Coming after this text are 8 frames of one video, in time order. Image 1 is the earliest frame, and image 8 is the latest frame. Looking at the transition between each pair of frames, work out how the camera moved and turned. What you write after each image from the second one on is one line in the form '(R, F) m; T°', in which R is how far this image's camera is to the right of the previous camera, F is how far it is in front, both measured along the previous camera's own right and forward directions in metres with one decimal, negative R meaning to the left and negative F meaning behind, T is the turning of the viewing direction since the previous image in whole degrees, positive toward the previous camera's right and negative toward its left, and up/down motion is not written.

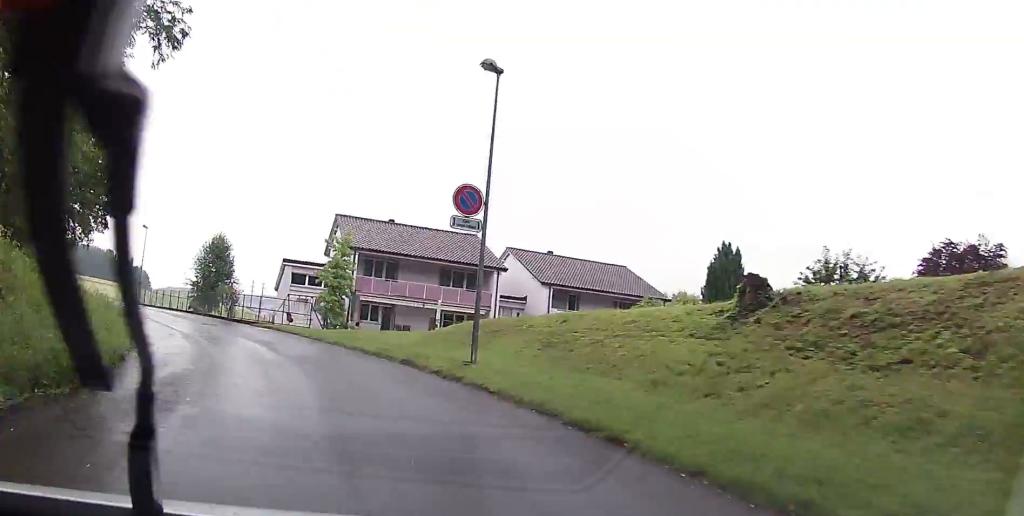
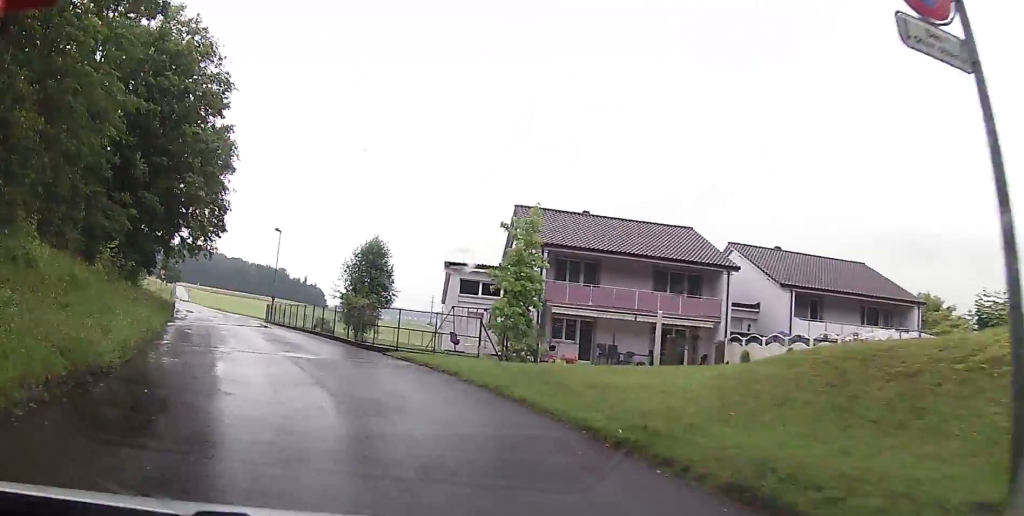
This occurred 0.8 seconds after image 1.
(-1.0, +9.6) m; -13°
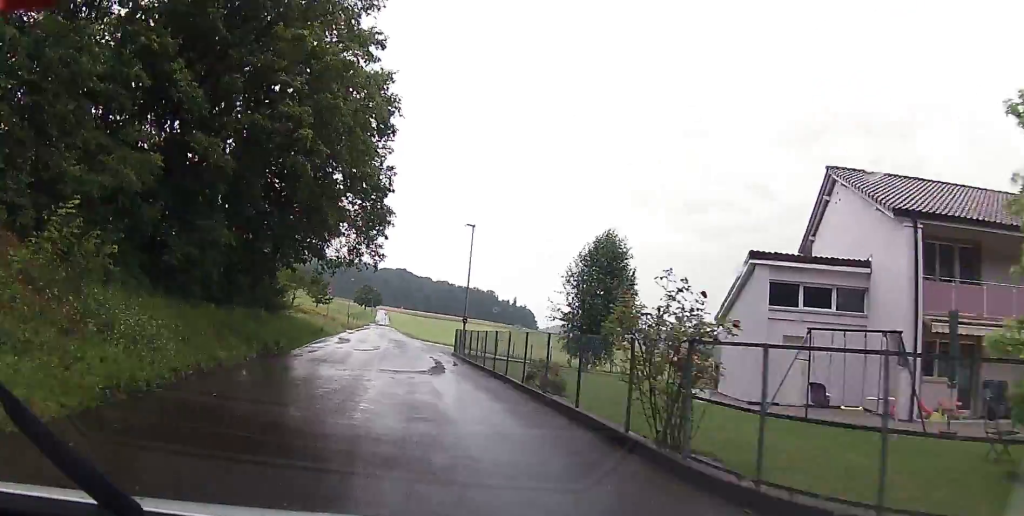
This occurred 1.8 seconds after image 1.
(-1.7, +13.3) m; -13°
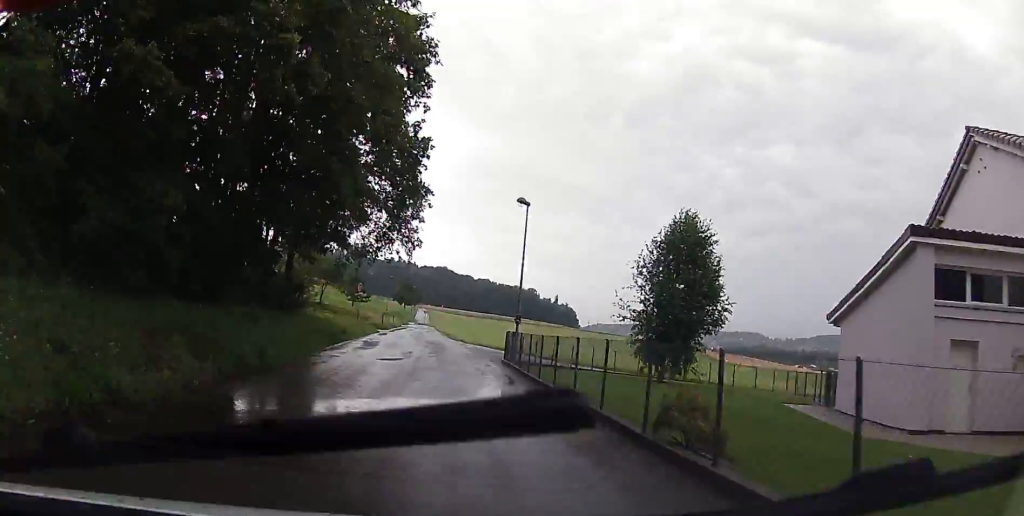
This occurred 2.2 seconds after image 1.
(-0.5, +5.6) m; -2°
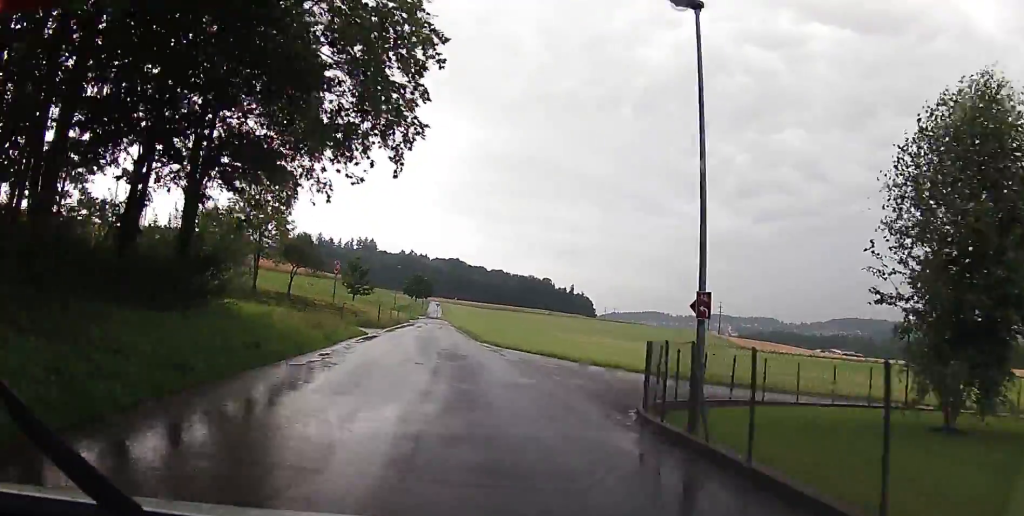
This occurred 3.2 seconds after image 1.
(-0.6, +15.9) m; 0°
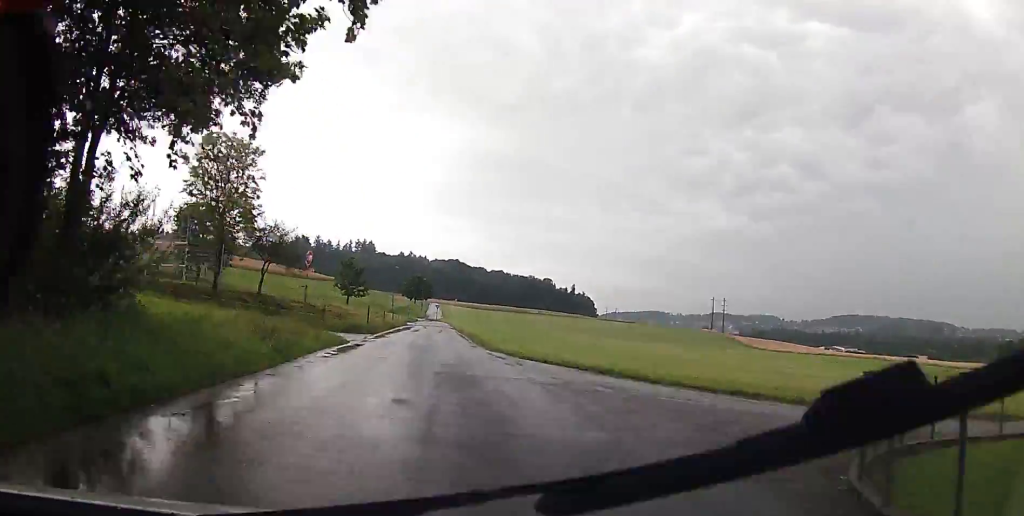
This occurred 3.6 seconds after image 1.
(-0.1, +6.3) m; +1°
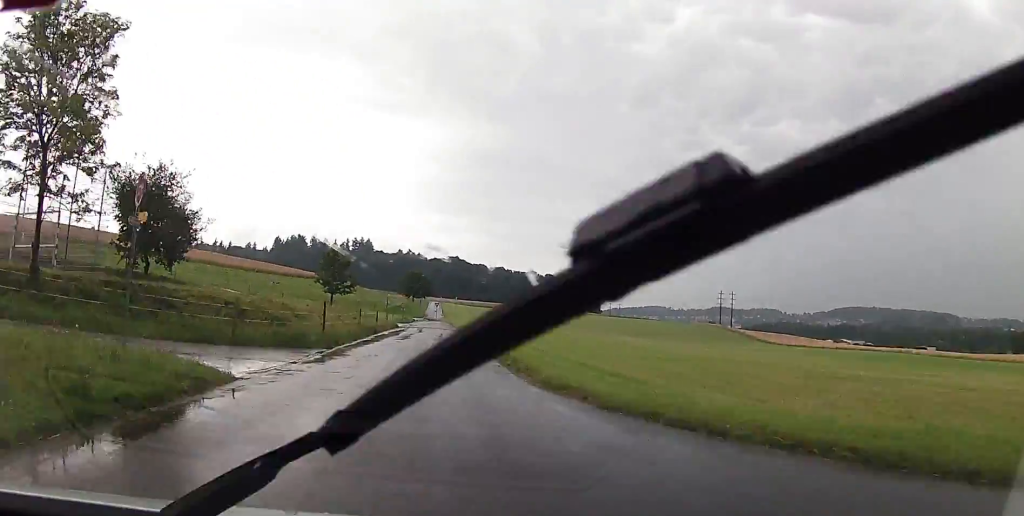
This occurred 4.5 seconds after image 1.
(+0.5, +15.6) m; 0°
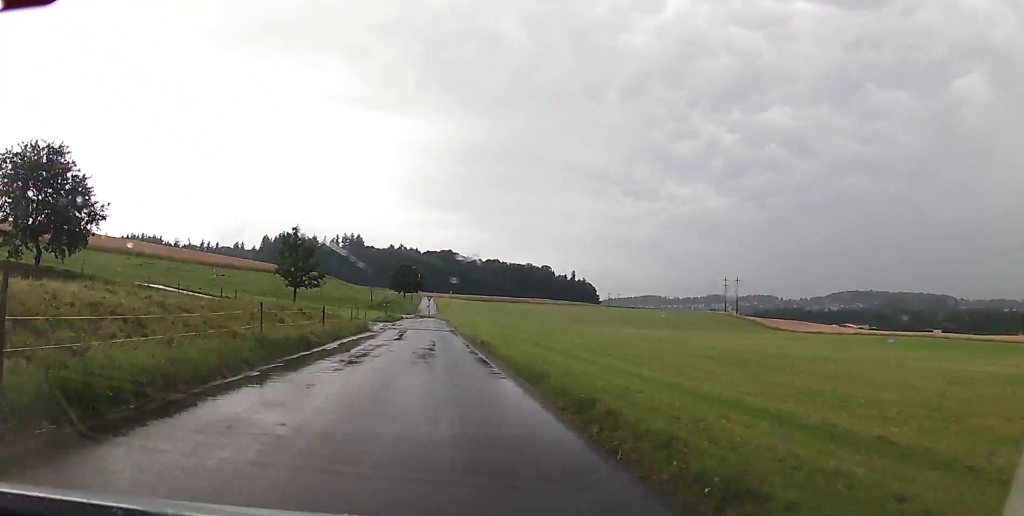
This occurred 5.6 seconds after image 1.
(-0.5, +19.8) m; -1°
